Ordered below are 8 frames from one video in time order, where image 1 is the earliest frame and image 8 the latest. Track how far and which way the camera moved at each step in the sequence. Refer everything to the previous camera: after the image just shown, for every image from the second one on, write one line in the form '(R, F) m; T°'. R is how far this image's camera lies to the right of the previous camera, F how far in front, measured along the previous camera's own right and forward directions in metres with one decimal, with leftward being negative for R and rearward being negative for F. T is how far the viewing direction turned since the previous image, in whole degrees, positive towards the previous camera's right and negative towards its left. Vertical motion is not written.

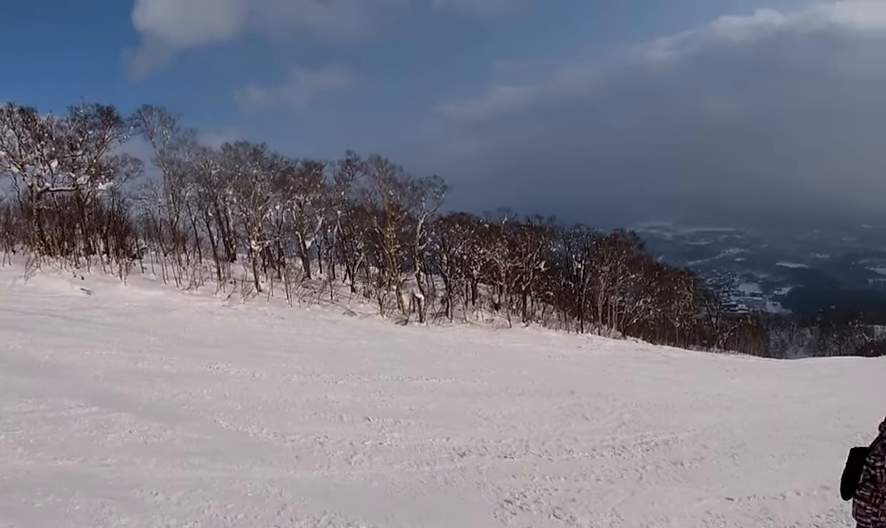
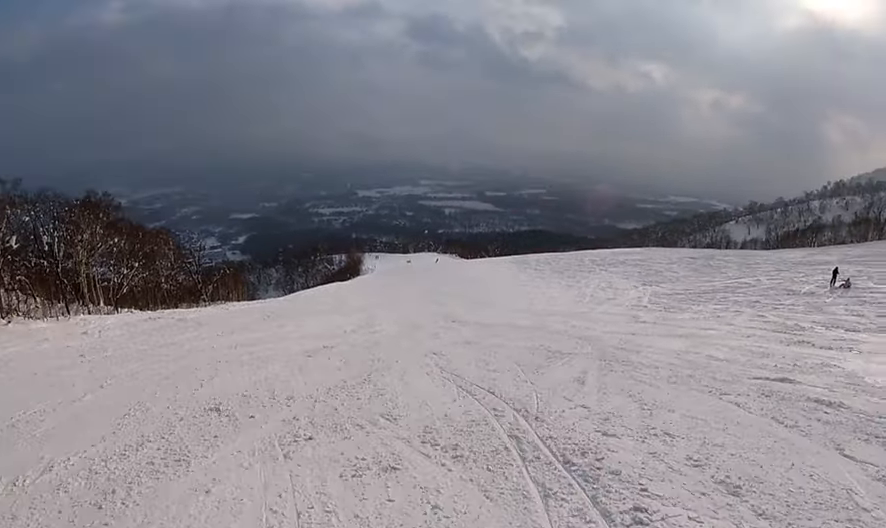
(+4.9, +6.3) m; +68°
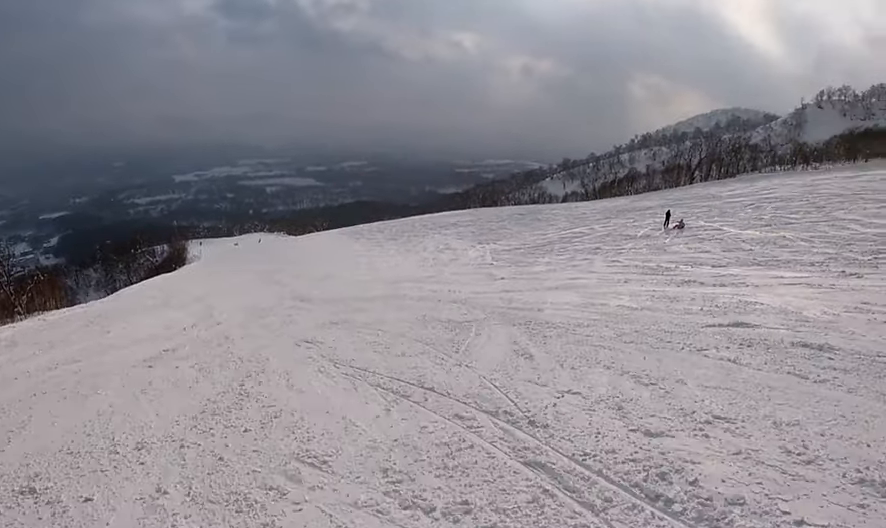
(-0.1, +2.5) m; +11°
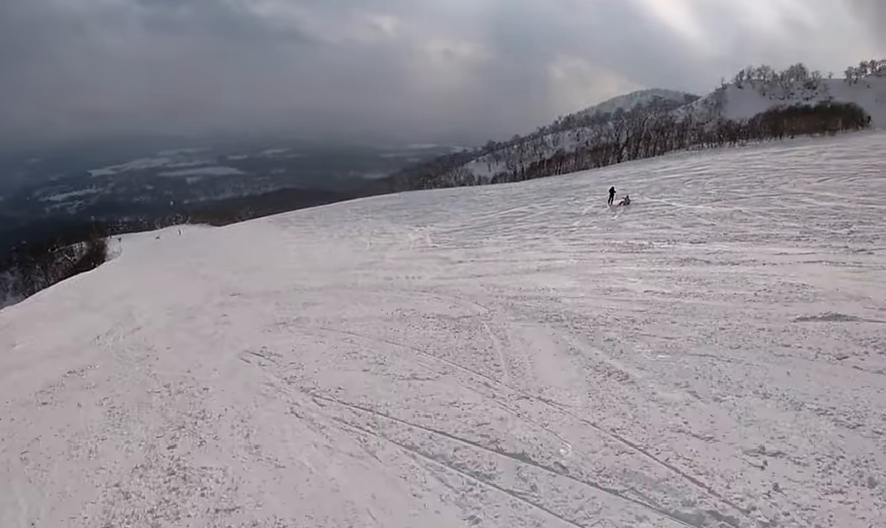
(+0.5, +2.8) m; +12°
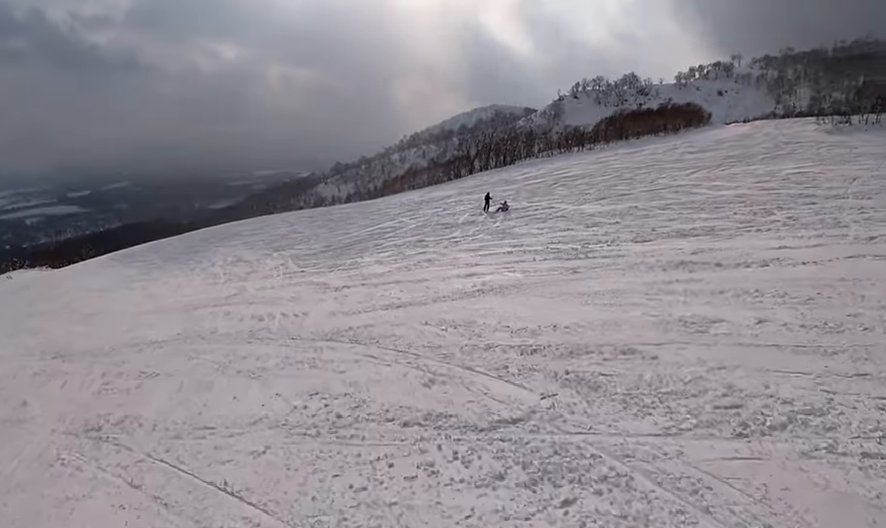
(+1.0, +5.2) m; +9°
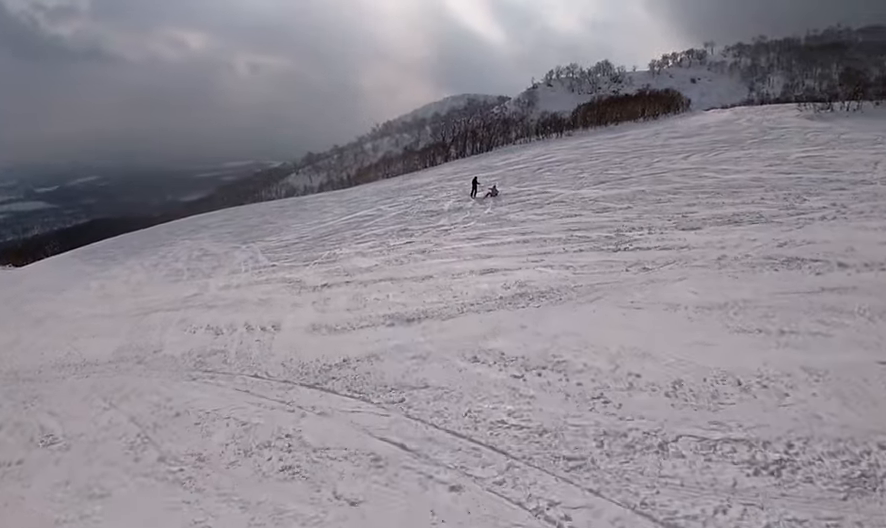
(+0.8, +3.5) m; -7°
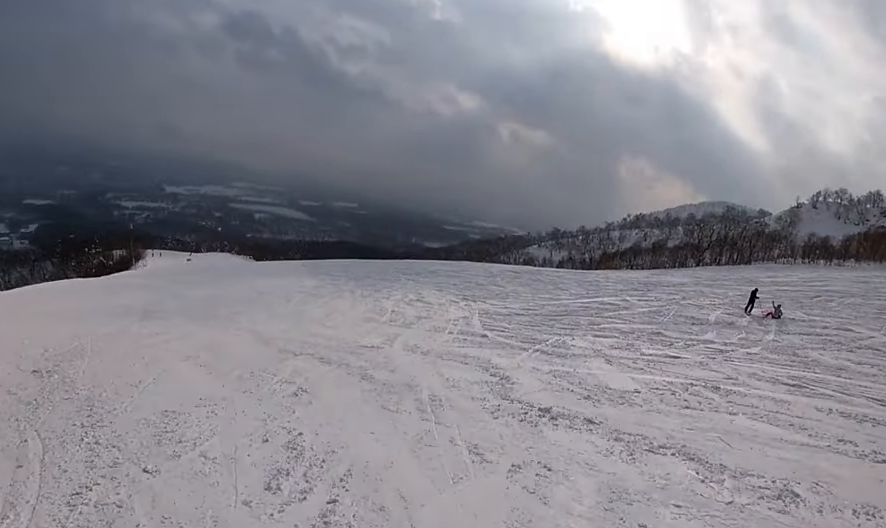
(-2.5, +7.1) m; -30°
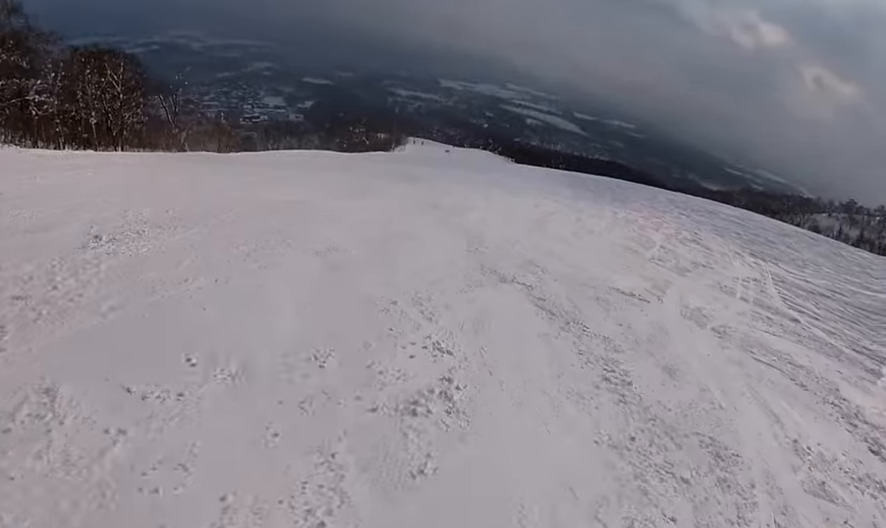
(-0.7, +6.2) m; -14°
